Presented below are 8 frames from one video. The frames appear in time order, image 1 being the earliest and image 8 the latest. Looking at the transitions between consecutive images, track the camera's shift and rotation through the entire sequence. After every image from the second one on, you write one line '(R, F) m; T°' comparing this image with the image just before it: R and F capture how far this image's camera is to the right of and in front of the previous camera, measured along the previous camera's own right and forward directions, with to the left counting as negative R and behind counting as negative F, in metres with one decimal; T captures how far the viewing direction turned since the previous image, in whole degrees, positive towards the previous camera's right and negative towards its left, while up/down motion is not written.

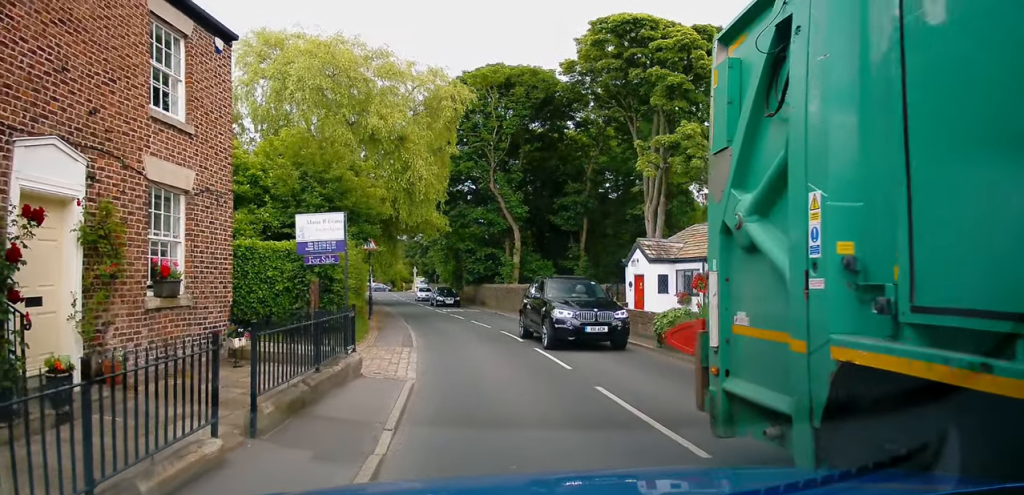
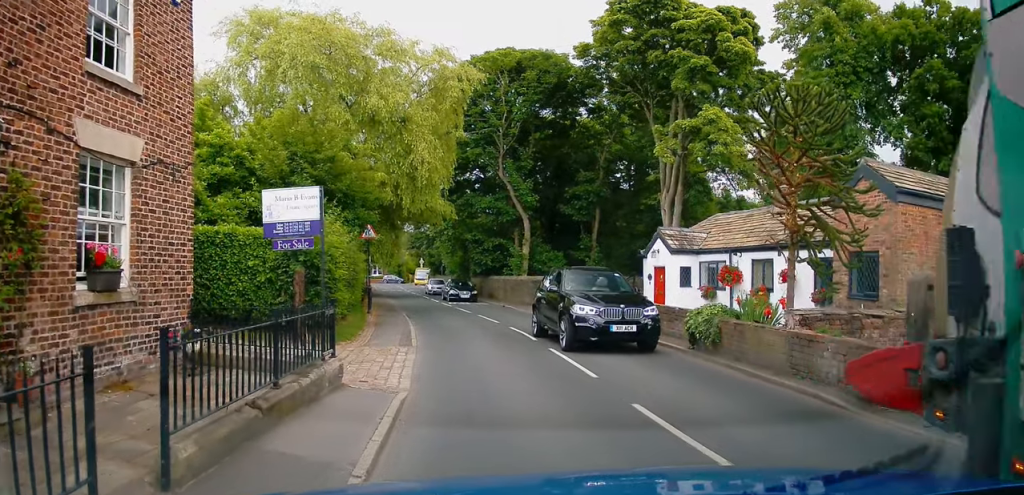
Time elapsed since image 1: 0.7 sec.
(0.0, +2.1) m; -1°
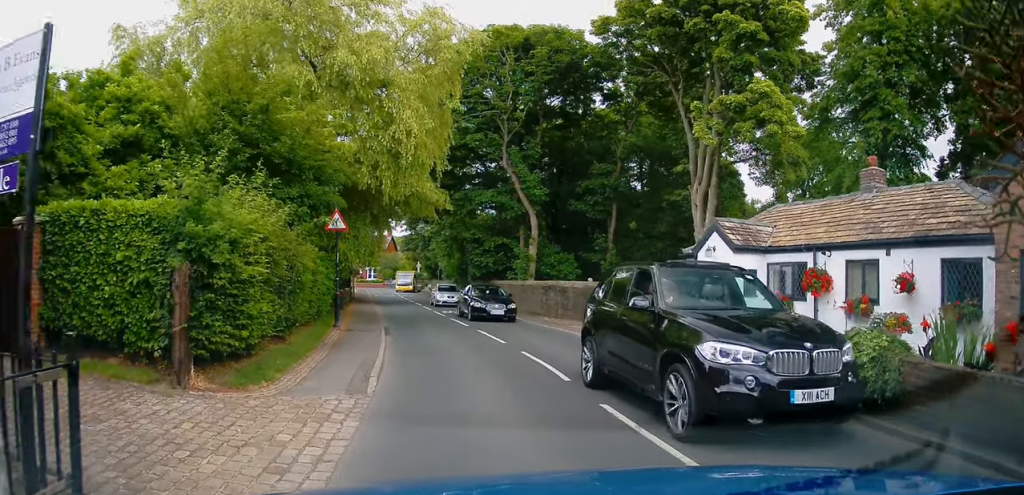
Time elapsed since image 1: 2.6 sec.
(+0.1, +5.1) m; -3°
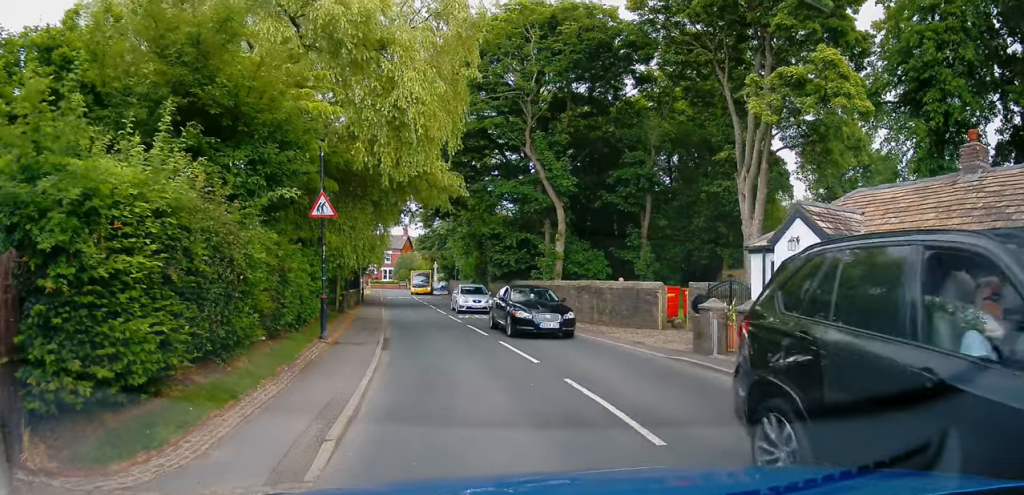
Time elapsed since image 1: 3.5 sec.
(-0.4, +3.4) m; -7°
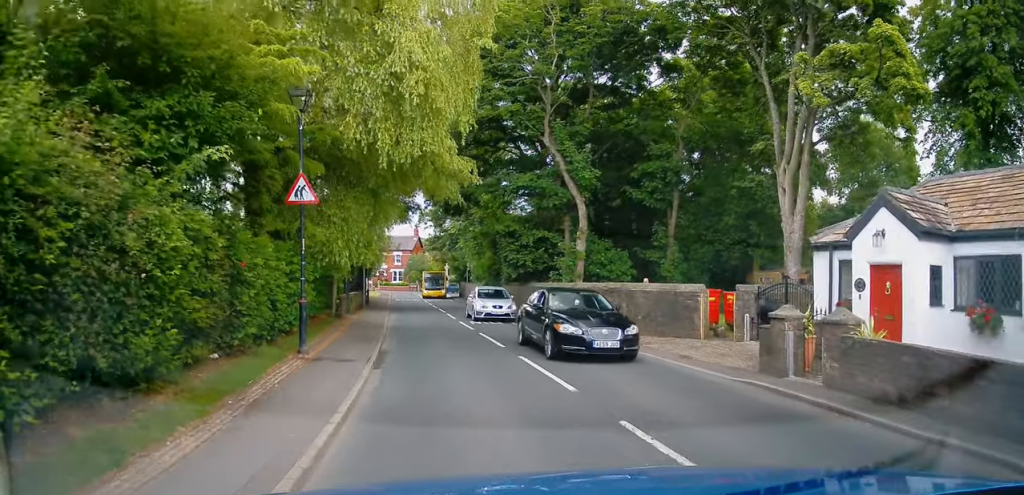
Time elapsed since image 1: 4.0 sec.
(-0.1, +2.6) m; +3°
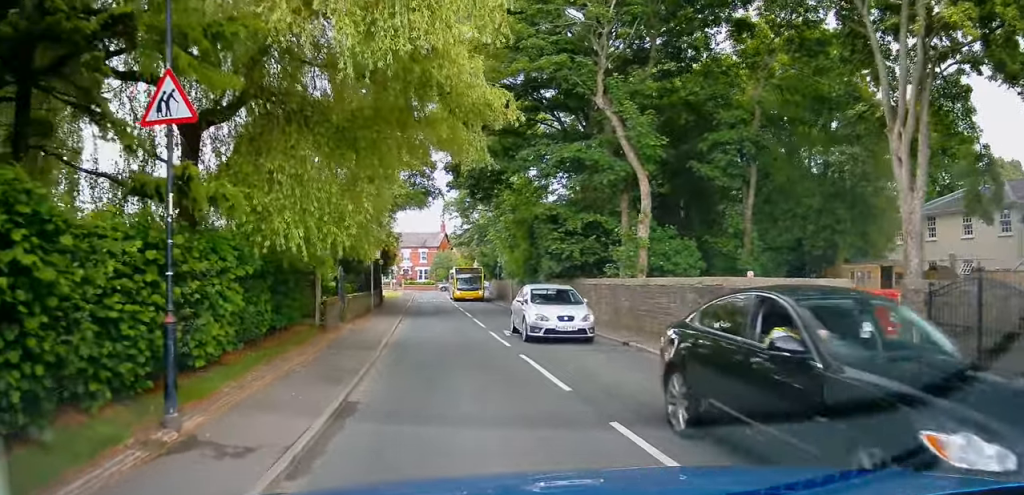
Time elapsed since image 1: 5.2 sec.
(+0.4, +5.9) m; +1°
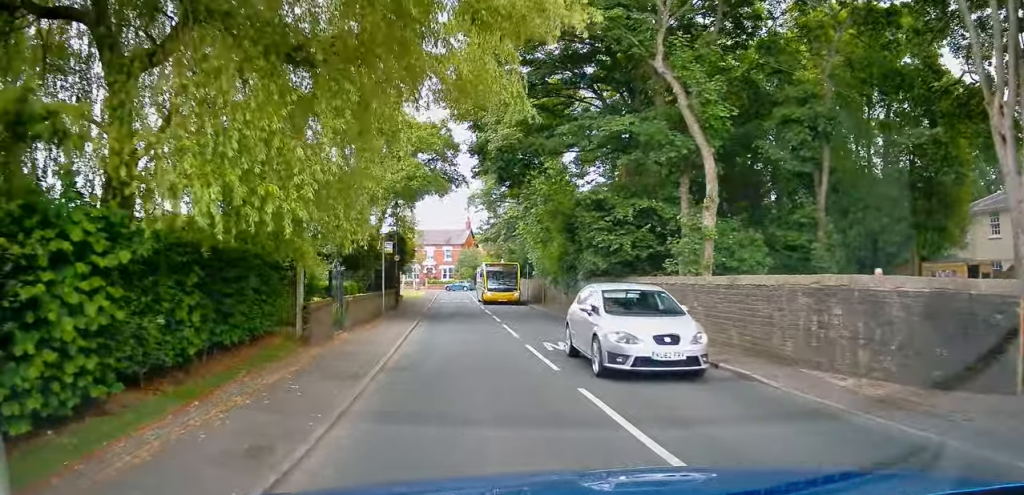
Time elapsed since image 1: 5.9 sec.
(-0.2, +4.1) m; -6°
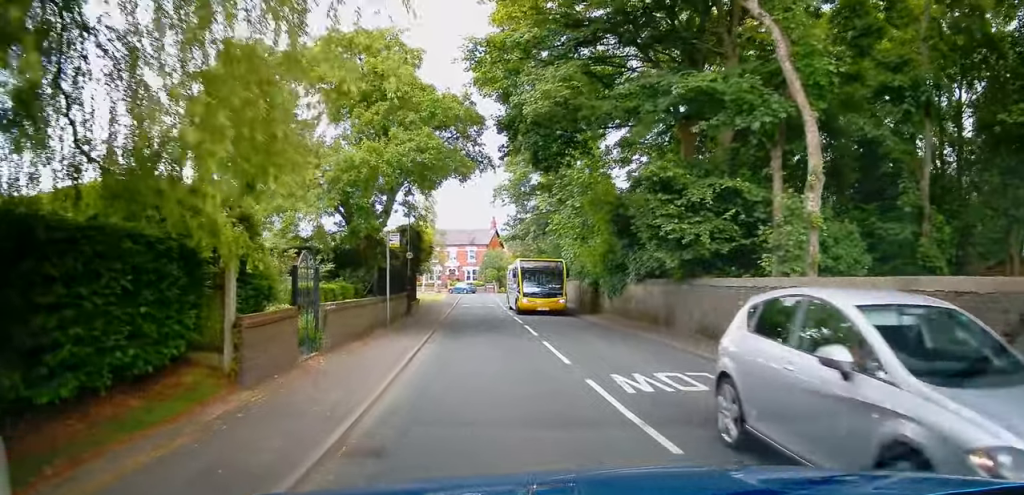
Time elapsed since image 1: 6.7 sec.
(-0.3, +4.7) m; -5°
